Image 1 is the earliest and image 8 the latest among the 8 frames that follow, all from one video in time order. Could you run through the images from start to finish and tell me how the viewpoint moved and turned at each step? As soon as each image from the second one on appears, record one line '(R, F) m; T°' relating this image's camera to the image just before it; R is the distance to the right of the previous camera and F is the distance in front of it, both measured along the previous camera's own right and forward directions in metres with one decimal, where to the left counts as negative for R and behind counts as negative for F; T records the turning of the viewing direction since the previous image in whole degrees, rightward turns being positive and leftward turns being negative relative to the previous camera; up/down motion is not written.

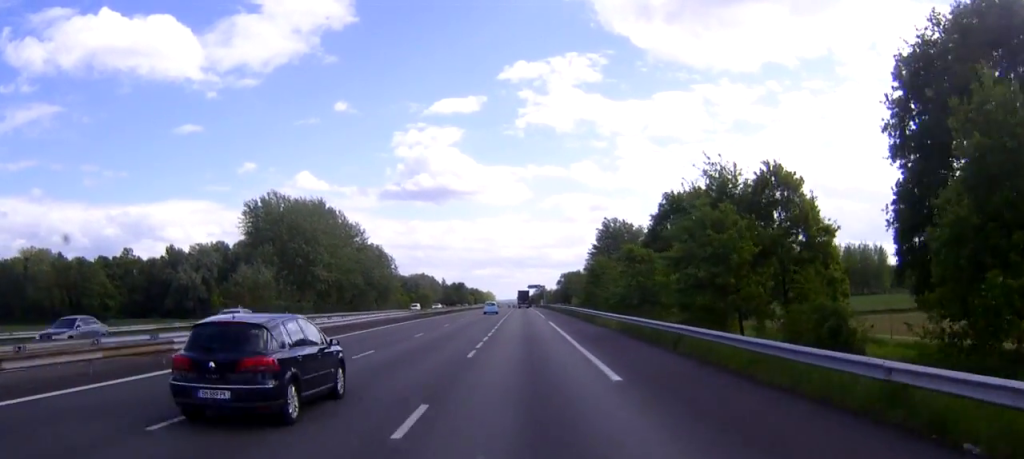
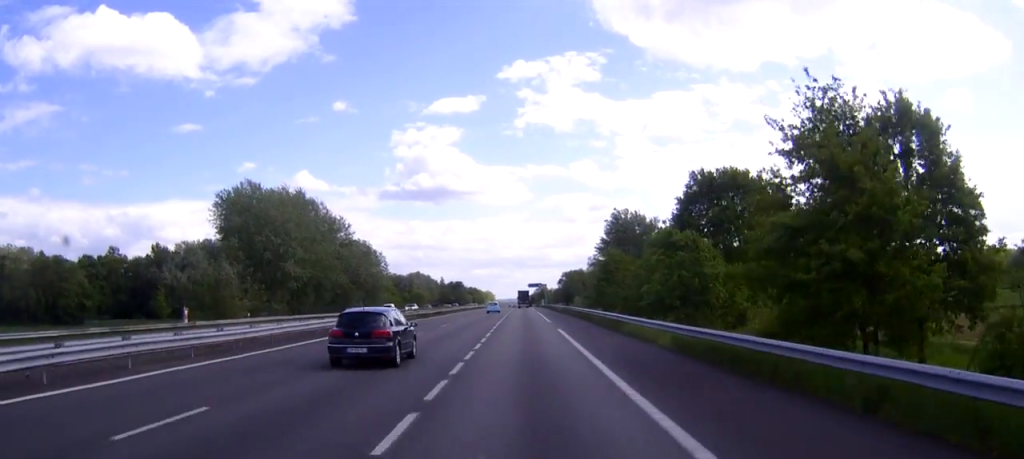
(0.0, +14.0) m; 0°
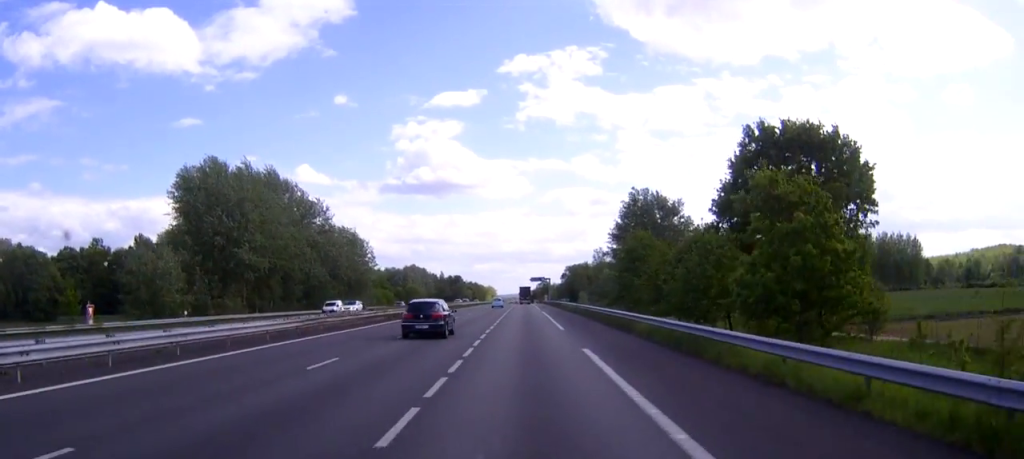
(0.0, +17.0) m; 0°
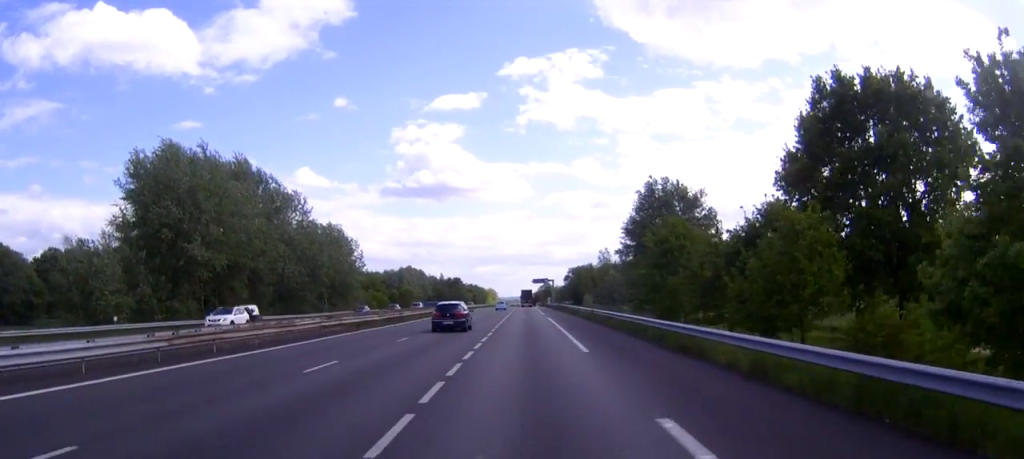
(0.0, +13.5) m; 0°
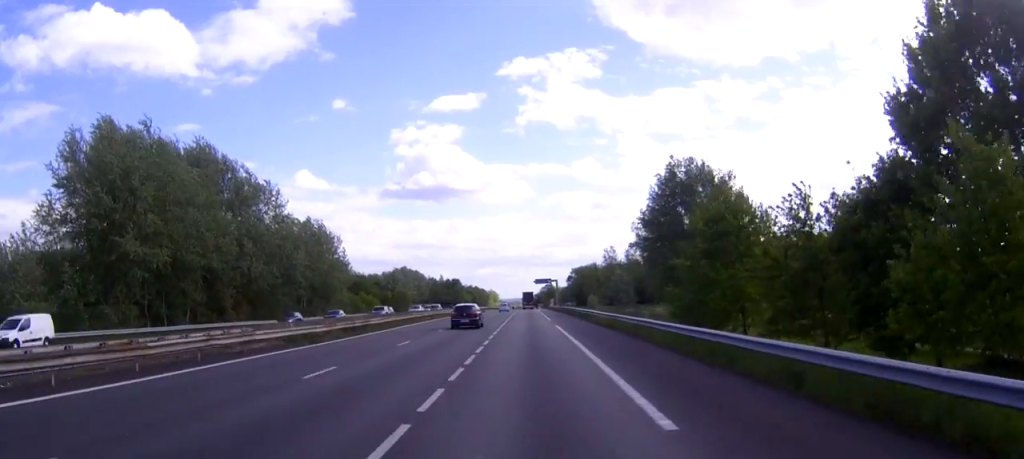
(0.0, +13.5) m; 0°
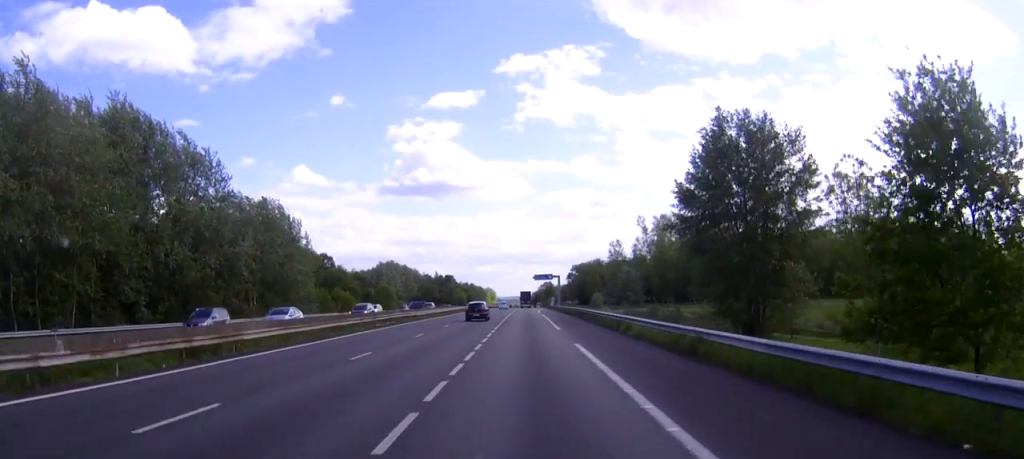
(+0.2, +21.1) m; 0°
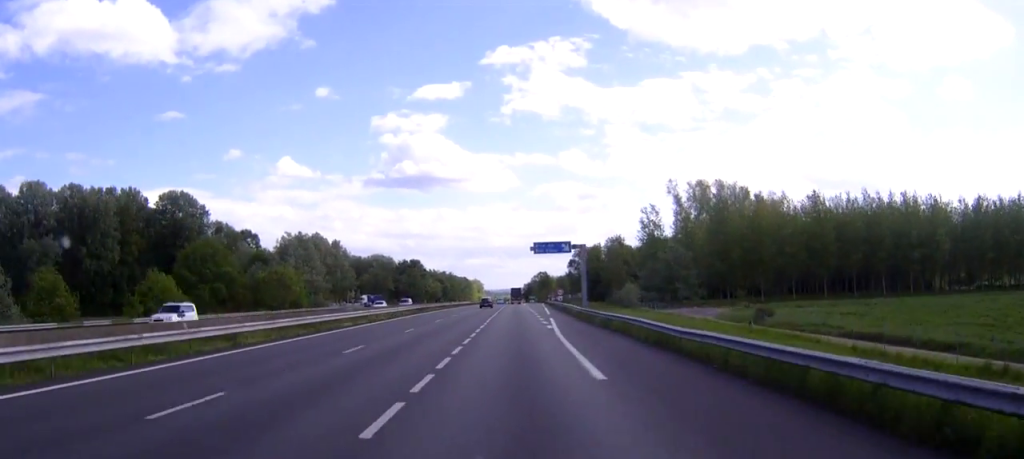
(+0.2, +76.7) m; +1°
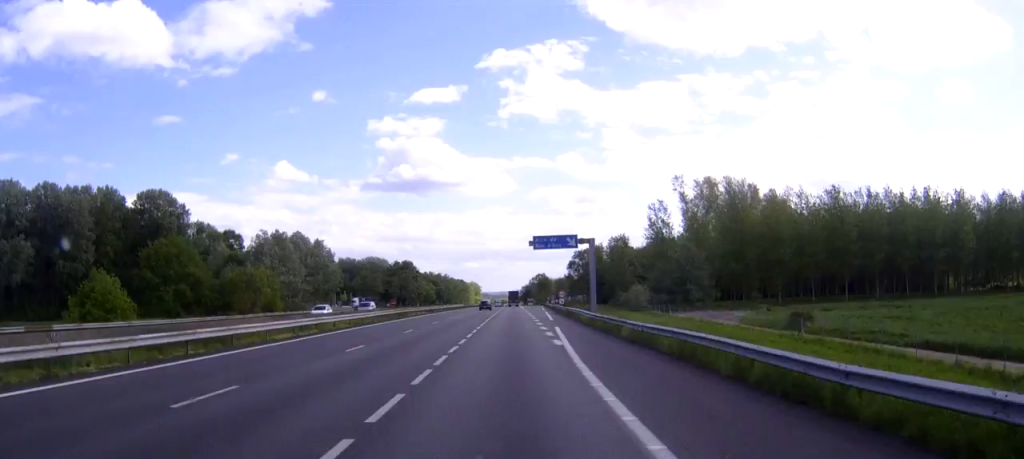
(0.0, +11.7) m; 0°
